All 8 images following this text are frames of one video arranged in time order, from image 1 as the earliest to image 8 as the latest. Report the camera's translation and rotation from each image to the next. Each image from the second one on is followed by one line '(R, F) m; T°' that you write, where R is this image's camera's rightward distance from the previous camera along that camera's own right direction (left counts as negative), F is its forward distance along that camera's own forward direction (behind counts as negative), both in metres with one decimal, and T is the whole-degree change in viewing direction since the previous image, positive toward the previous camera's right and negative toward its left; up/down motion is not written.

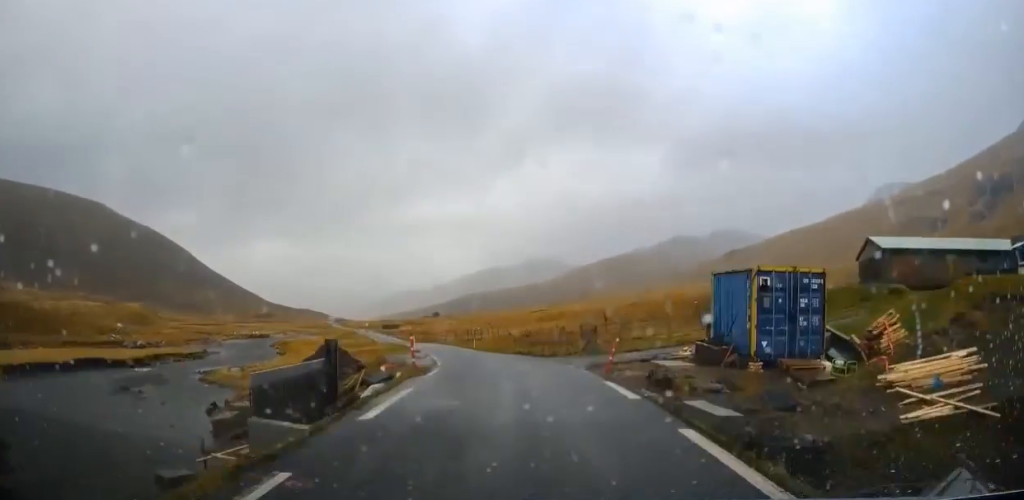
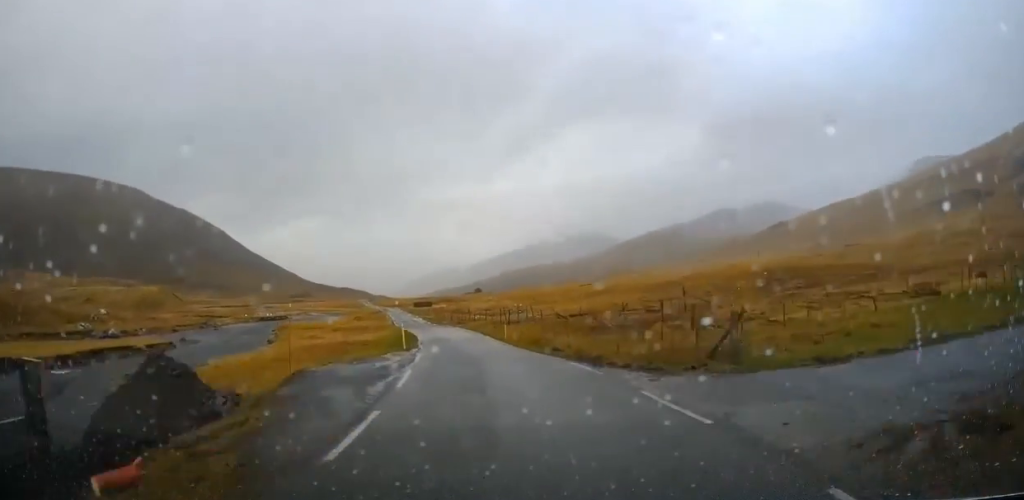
(-0.1, +15.1) m; -2°
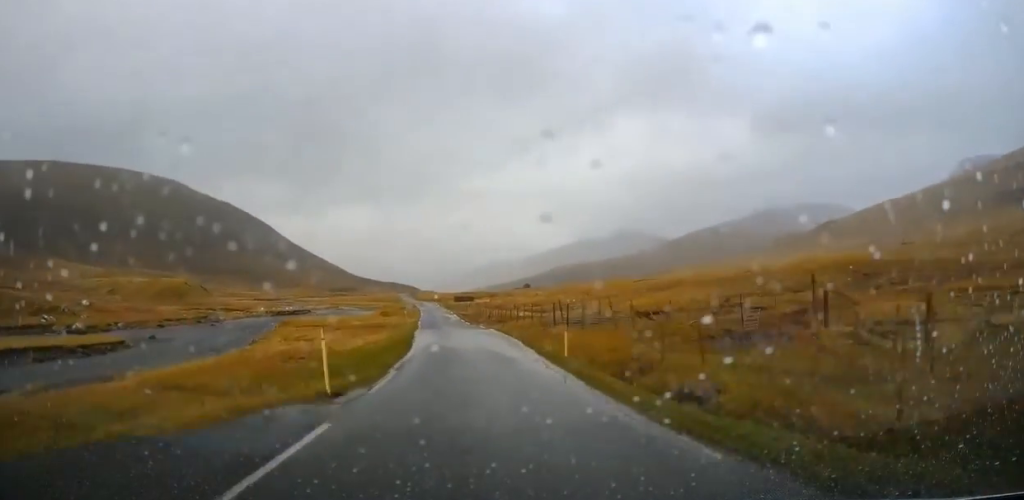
(-0.2, +14.2) m; -3°
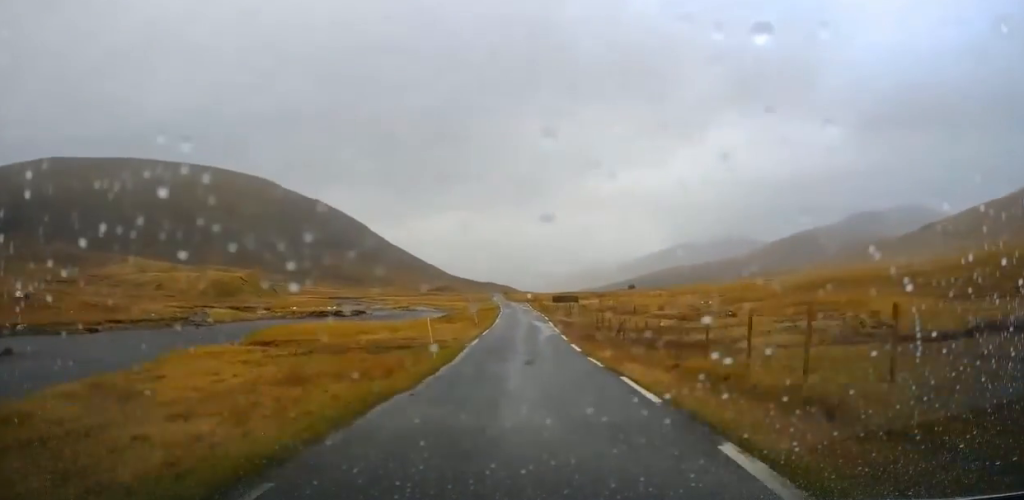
(-1.0, +25.5) m; -8°
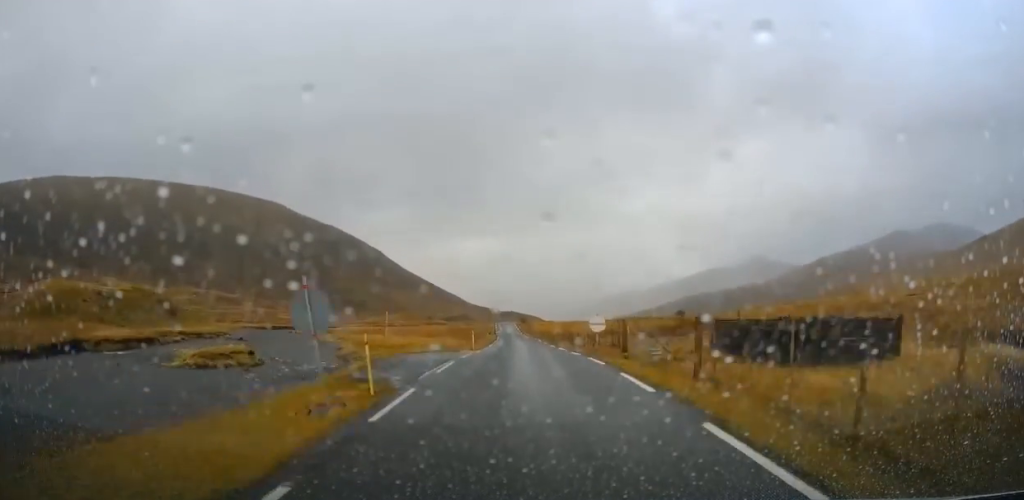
(-8.3, +74.2) m; -7°
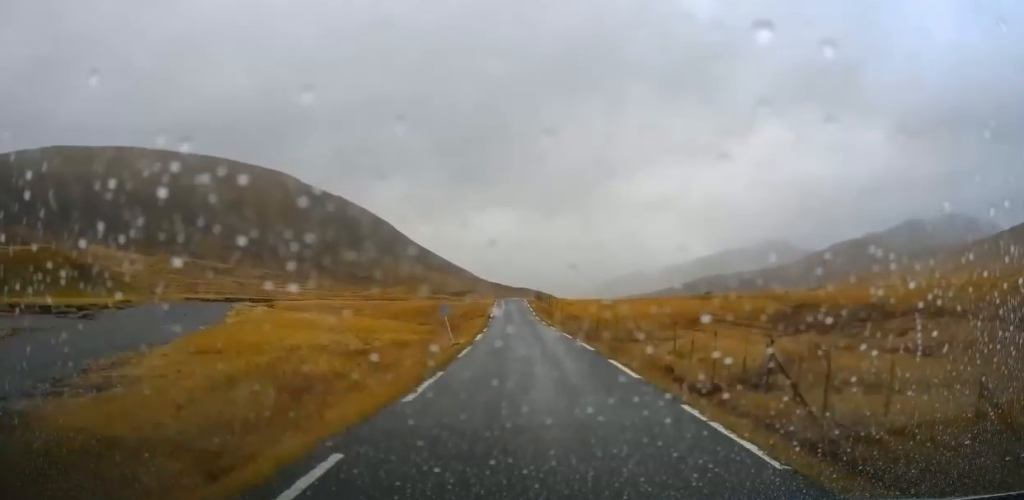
(-0.1, +35.0) m; -1°
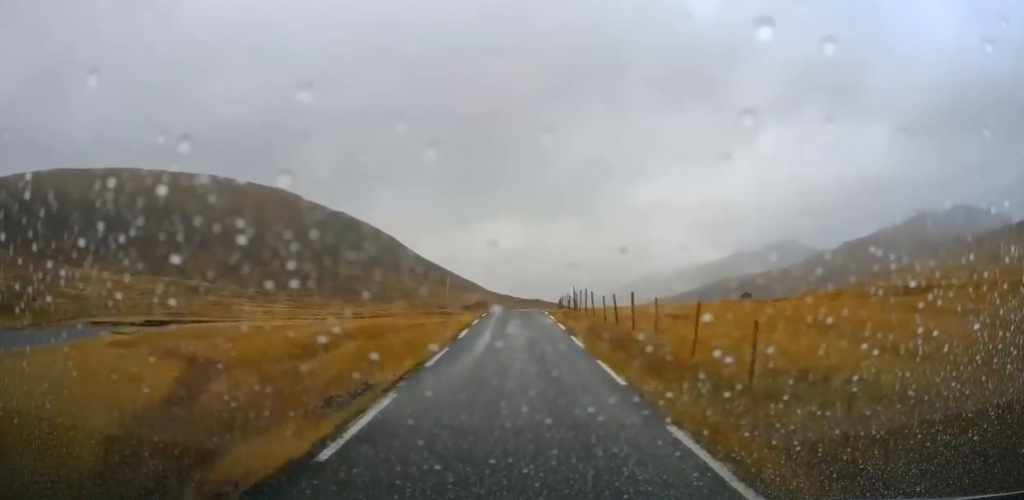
(-0.3, +36.4) m; -1°
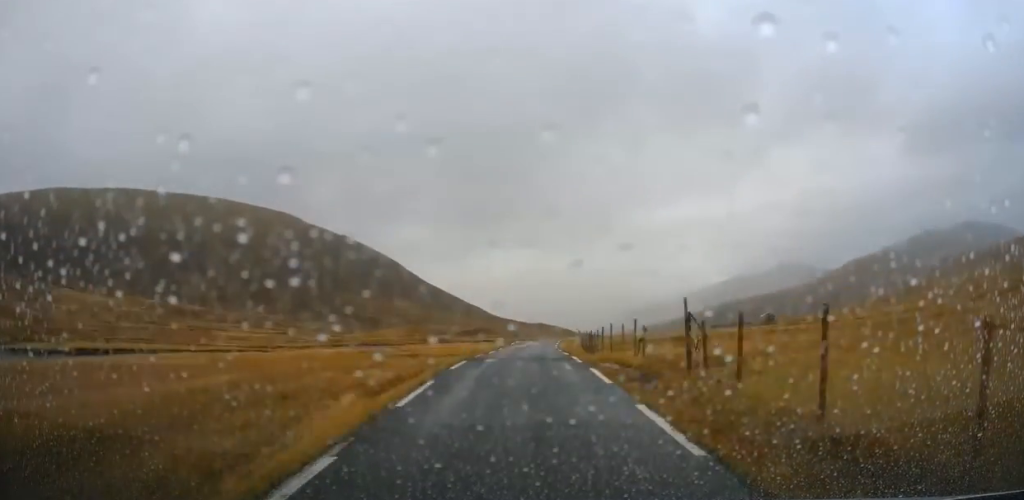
(-0.1, +21.0) m; 0°
